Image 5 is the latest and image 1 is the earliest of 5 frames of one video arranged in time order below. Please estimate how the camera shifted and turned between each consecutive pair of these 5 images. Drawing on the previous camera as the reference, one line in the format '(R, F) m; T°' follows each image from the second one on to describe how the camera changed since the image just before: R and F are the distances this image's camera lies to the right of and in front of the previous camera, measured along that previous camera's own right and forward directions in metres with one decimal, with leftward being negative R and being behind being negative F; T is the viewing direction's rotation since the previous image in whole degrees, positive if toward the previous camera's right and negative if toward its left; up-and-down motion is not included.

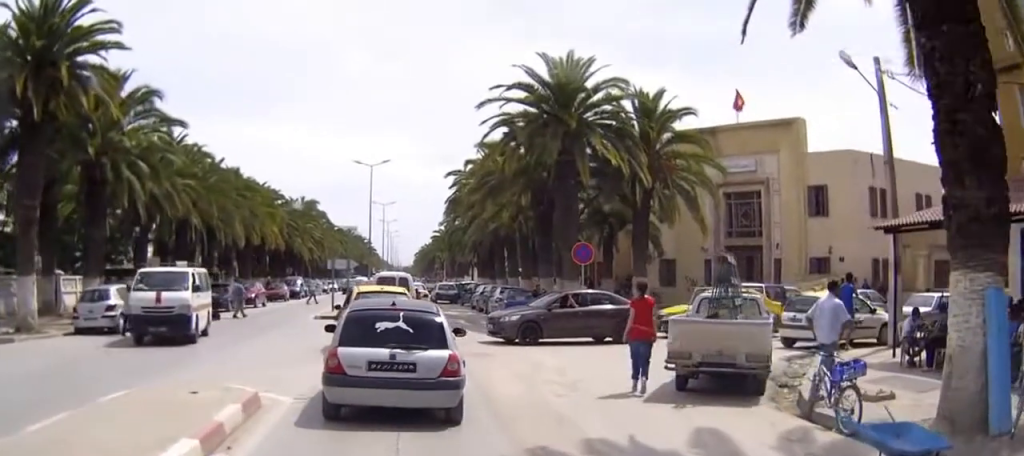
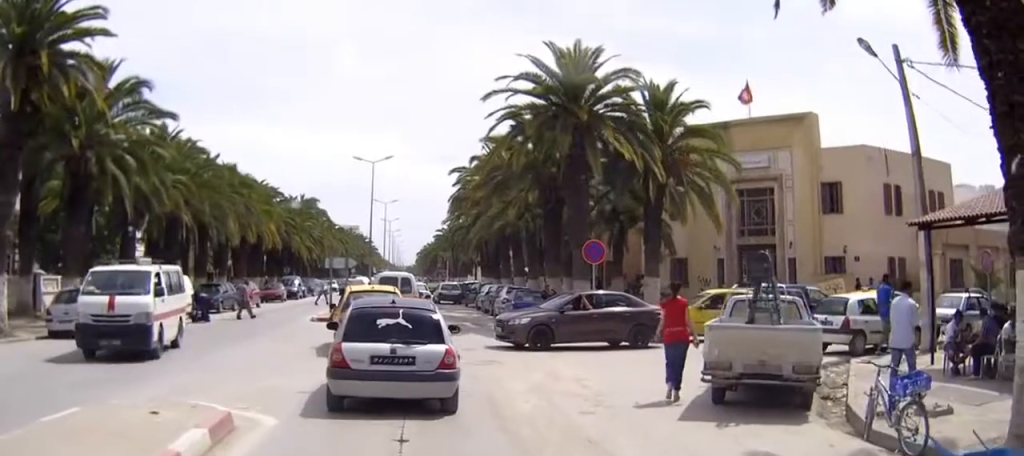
(0.0, +1.6) m; -1°
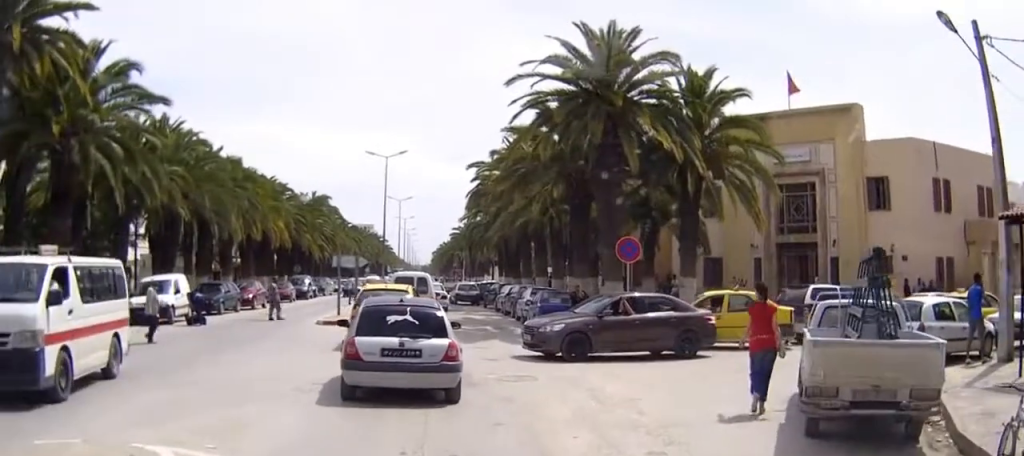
(0.0, +3.0) m; -1°
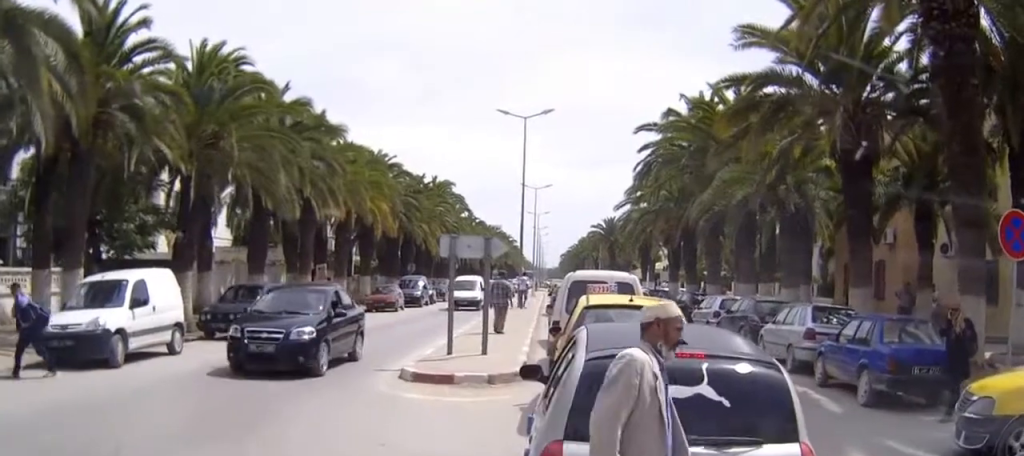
(-0.3, +13.3) m; +3°
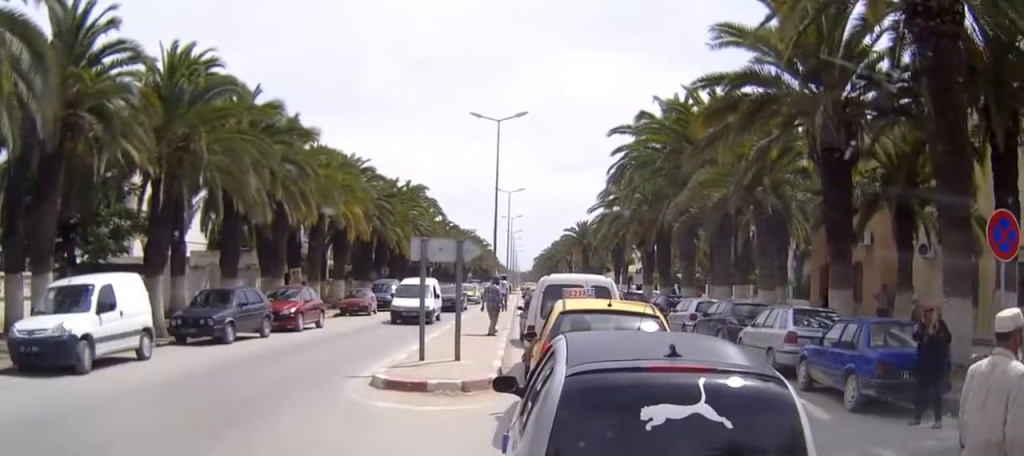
(+0.1, +0.1) m; 0°
